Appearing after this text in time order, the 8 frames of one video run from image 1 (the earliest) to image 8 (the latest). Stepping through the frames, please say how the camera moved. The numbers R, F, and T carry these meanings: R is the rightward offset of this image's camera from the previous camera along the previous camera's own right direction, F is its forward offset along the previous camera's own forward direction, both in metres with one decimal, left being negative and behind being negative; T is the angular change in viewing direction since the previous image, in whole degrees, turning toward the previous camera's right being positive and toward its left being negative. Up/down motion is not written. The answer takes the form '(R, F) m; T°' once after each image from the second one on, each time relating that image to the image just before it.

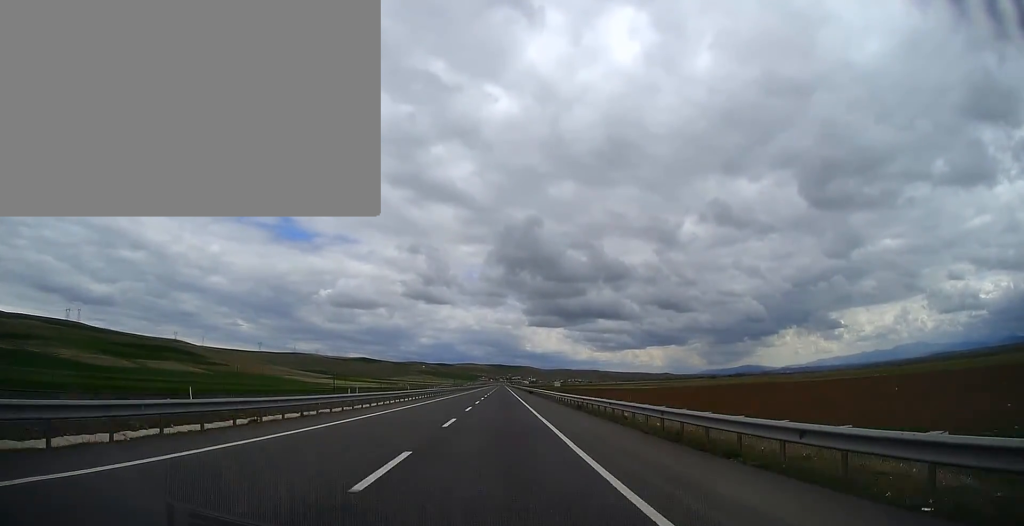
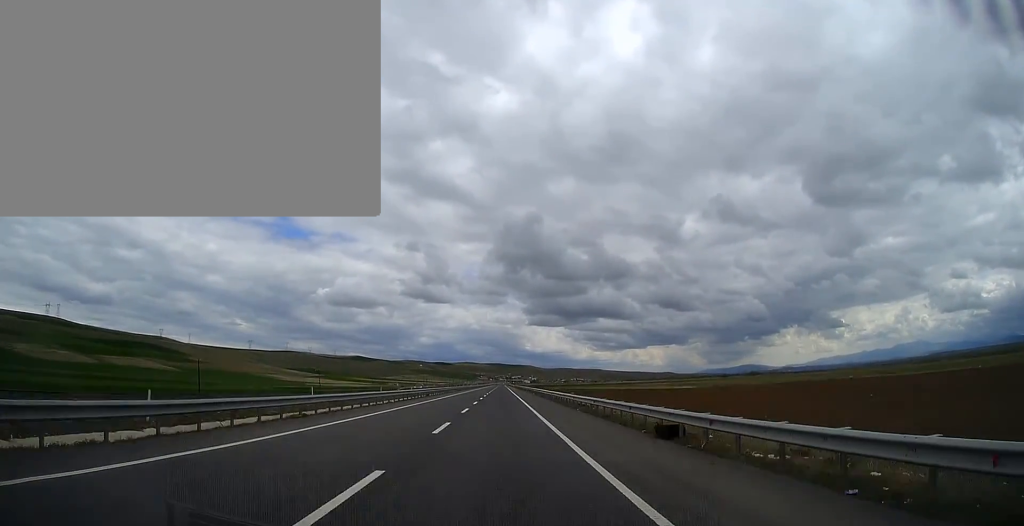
(+0.1, +75.5) m; 0°
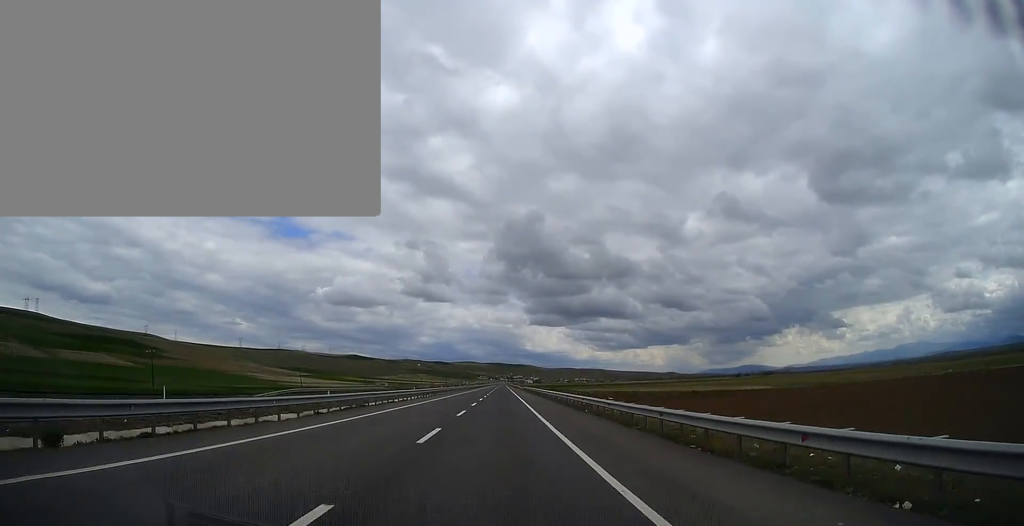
(+0.1, +75.4) m; 0°
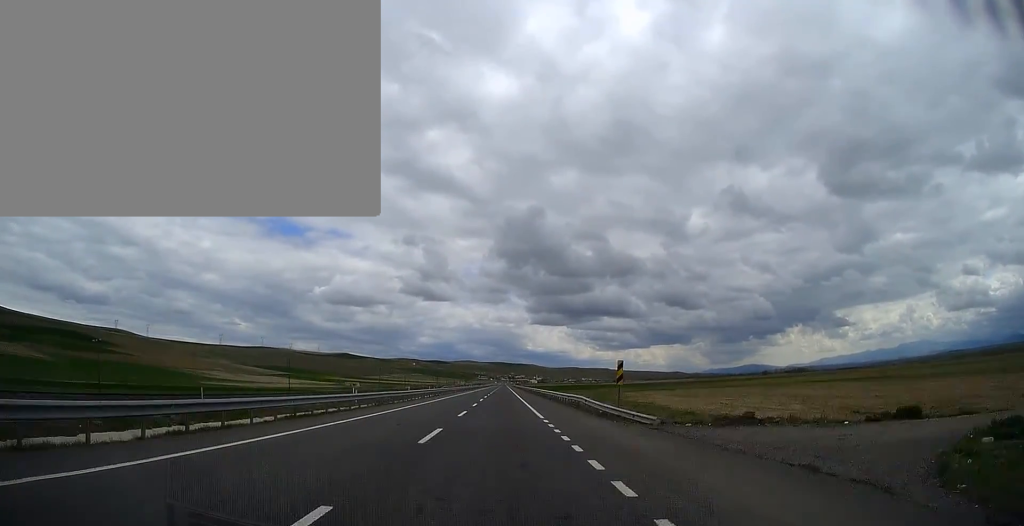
(-0.1, +133.4) m; 0°
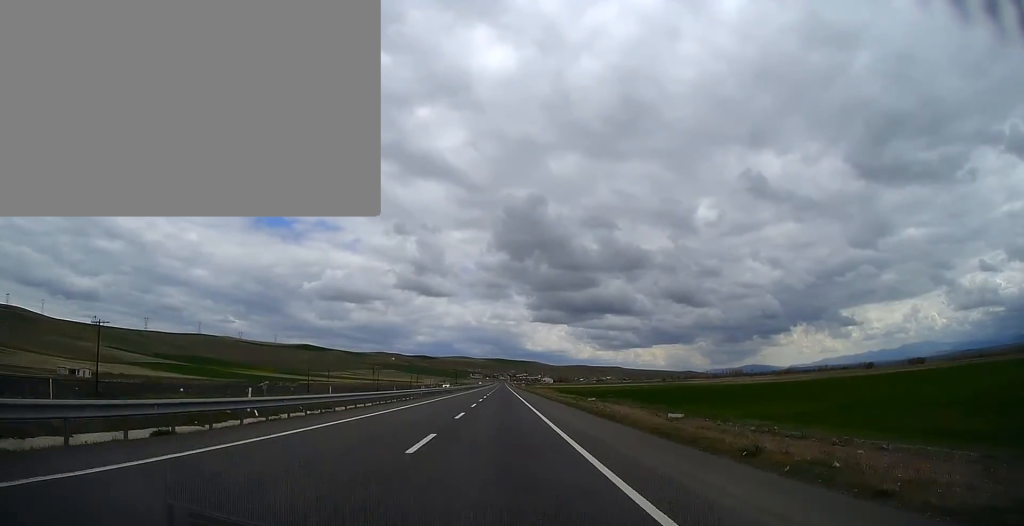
(+0.5, +362.3) m; 0°
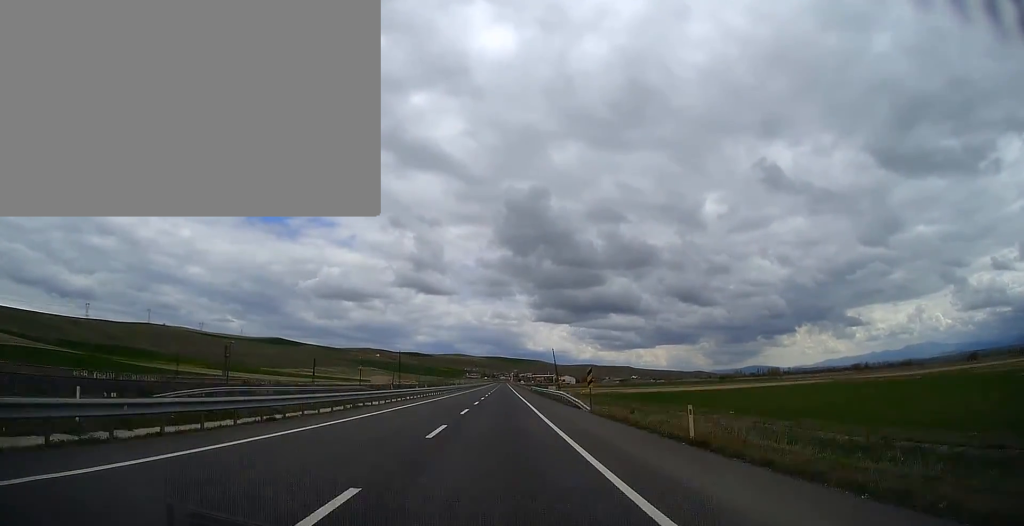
(+0.1, +209.6) m; 0°
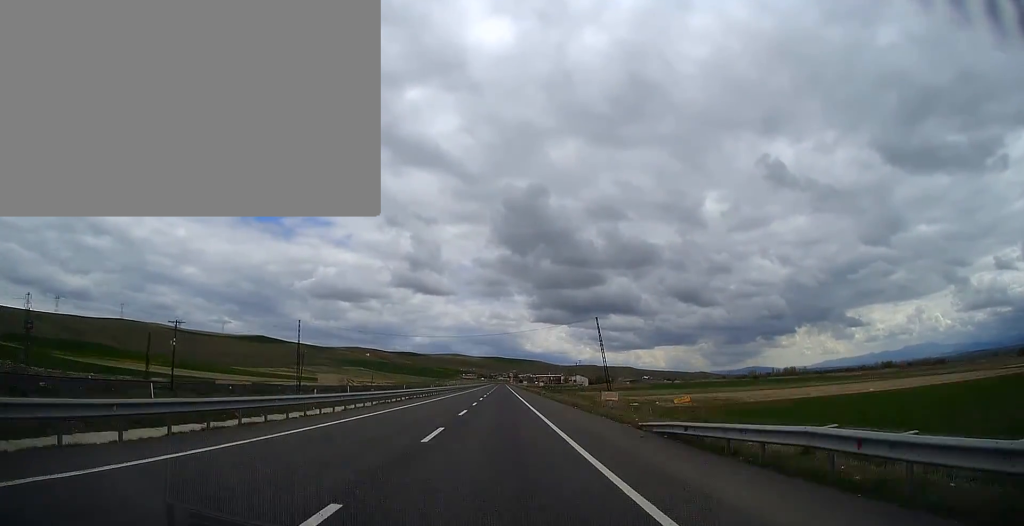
(0.0, +86.4) m; 0°
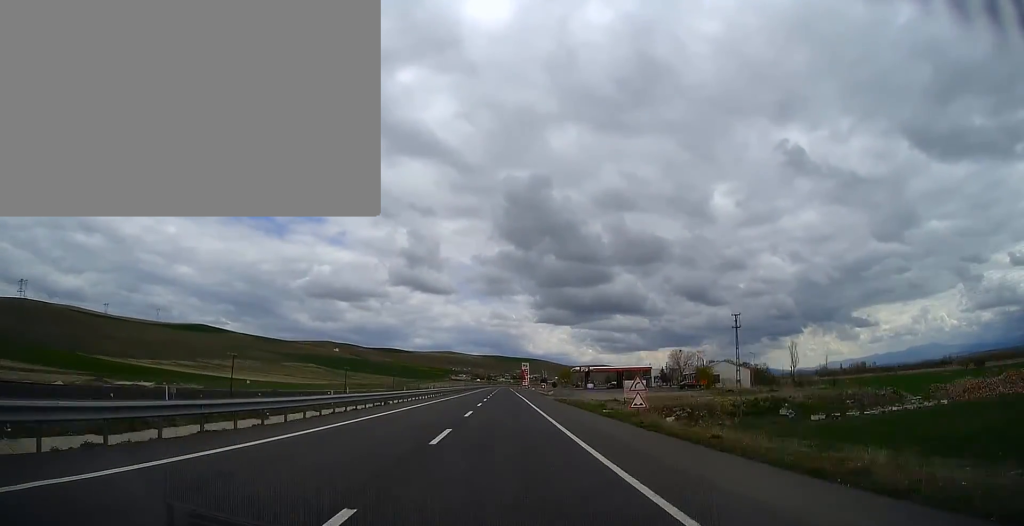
(+0.2, +269.7) m; +1°
